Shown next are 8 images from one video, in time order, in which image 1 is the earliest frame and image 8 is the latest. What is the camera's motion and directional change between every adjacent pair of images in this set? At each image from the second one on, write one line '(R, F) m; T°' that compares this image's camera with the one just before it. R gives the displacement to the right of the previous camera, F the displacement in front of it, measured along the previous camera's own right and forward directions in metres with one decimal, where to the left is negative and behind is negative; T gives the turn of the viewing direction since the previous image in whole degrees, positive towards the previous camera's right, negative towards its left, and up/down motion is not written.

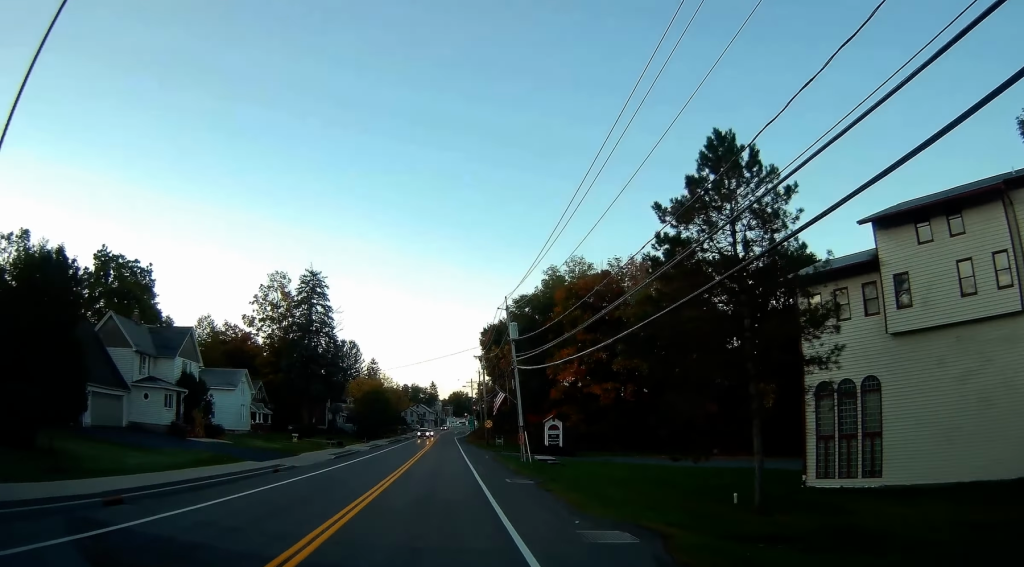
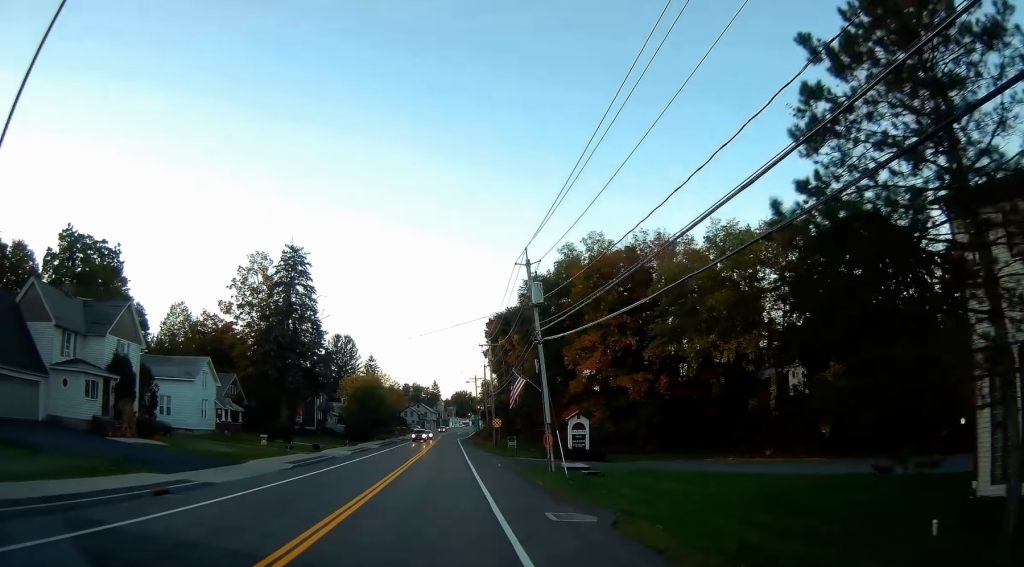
(+0.1, +10.7) m; 0°
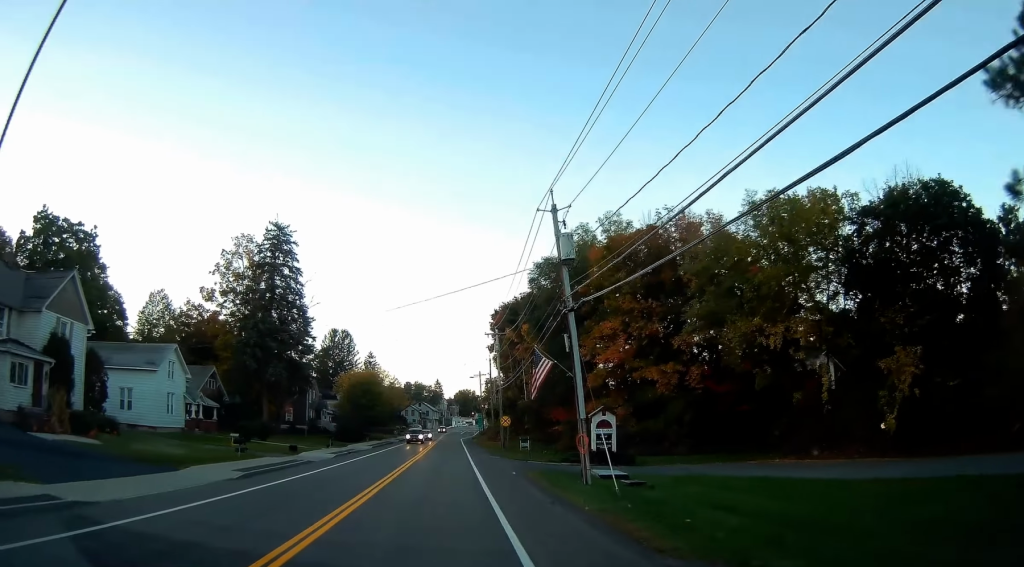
(-0.2, +7.8) m; 0°
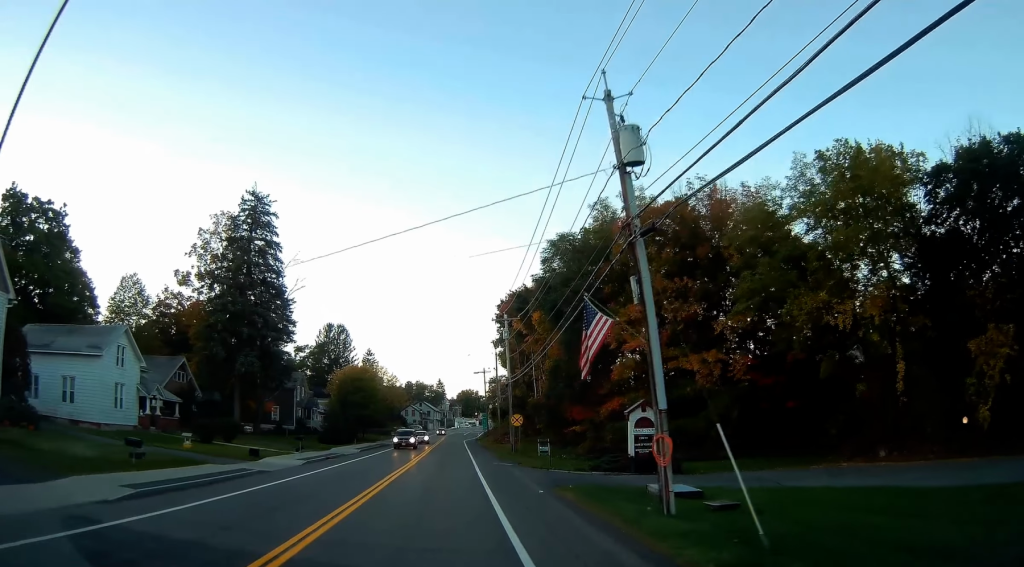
(0.0, +8.4) m; 0°
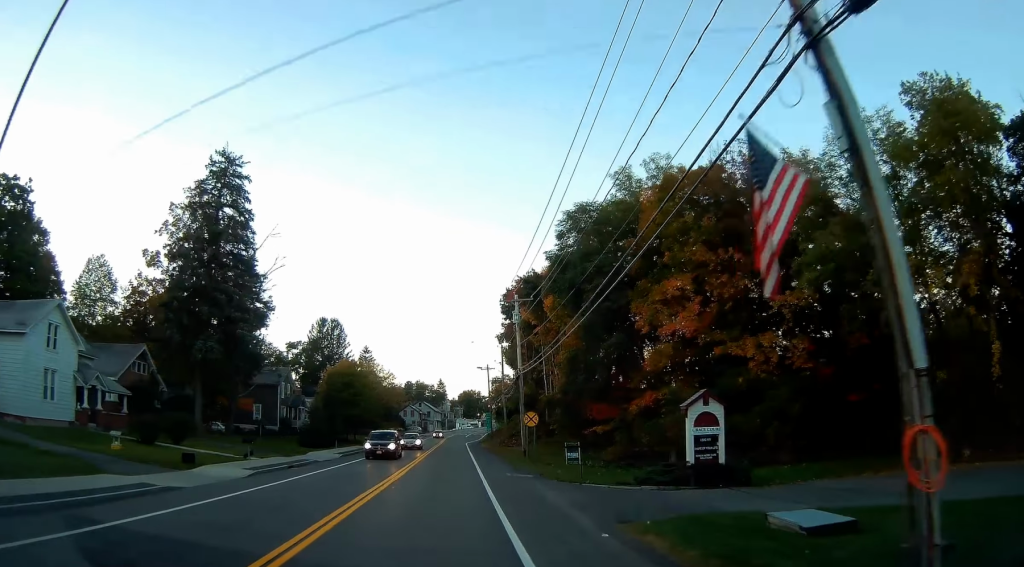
(+0.2, +8.3) m; 0°
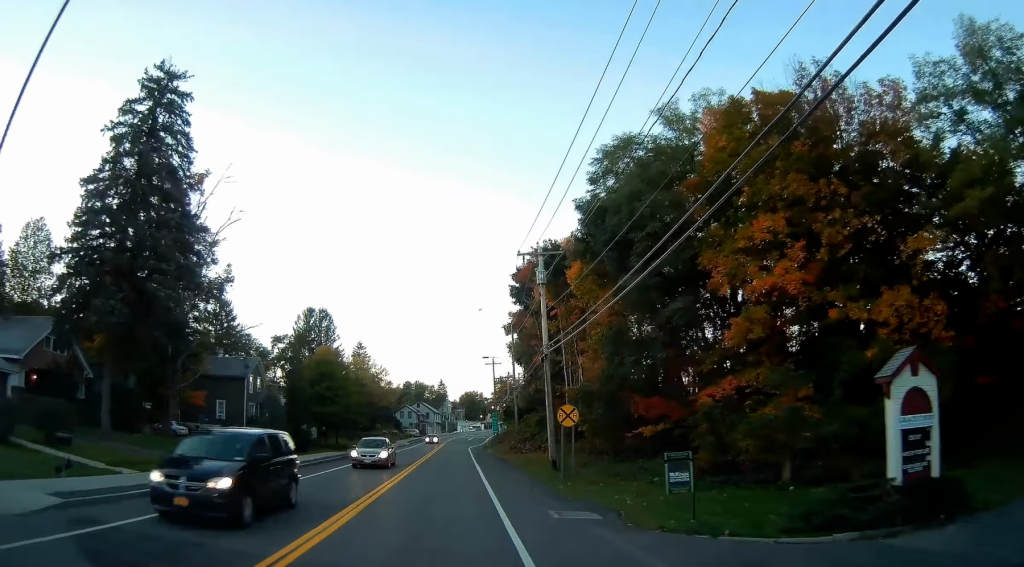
(-0.2, +12.9) m; -1°
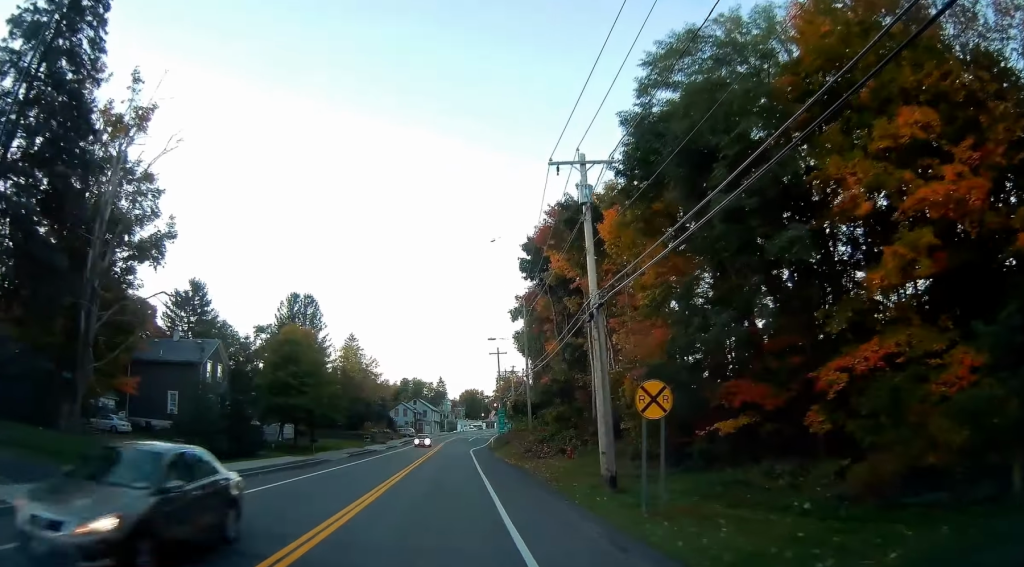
(-0.1, +11.7) m; 0°
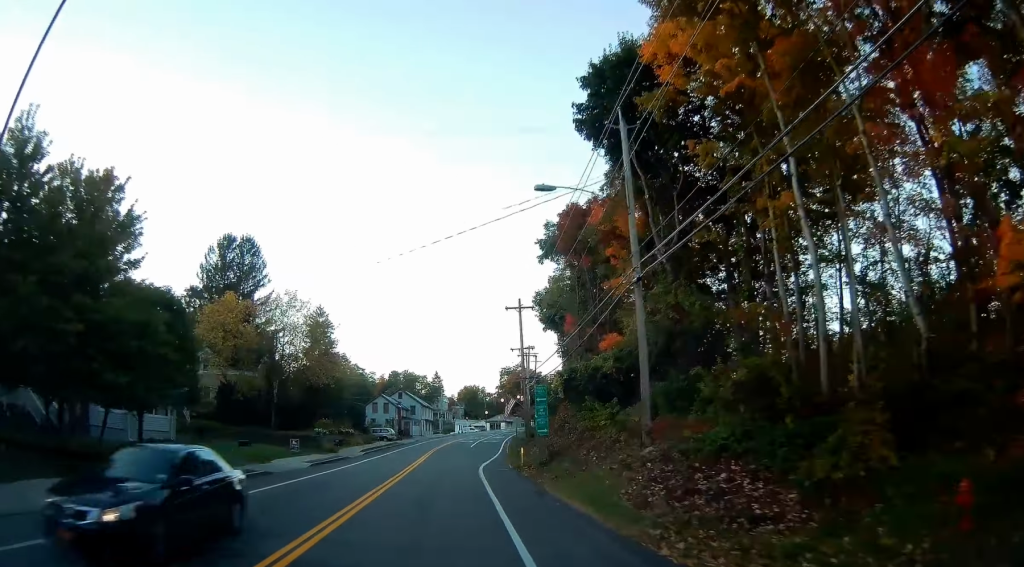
(0.0, +31.0) m; +1°
